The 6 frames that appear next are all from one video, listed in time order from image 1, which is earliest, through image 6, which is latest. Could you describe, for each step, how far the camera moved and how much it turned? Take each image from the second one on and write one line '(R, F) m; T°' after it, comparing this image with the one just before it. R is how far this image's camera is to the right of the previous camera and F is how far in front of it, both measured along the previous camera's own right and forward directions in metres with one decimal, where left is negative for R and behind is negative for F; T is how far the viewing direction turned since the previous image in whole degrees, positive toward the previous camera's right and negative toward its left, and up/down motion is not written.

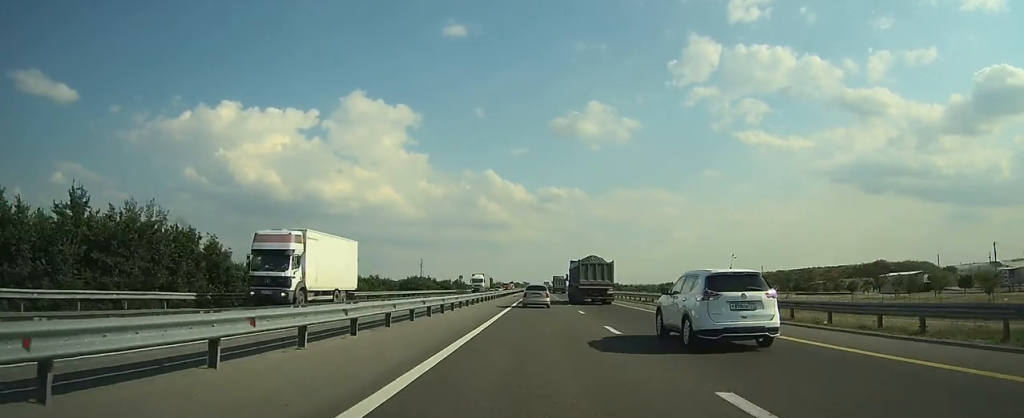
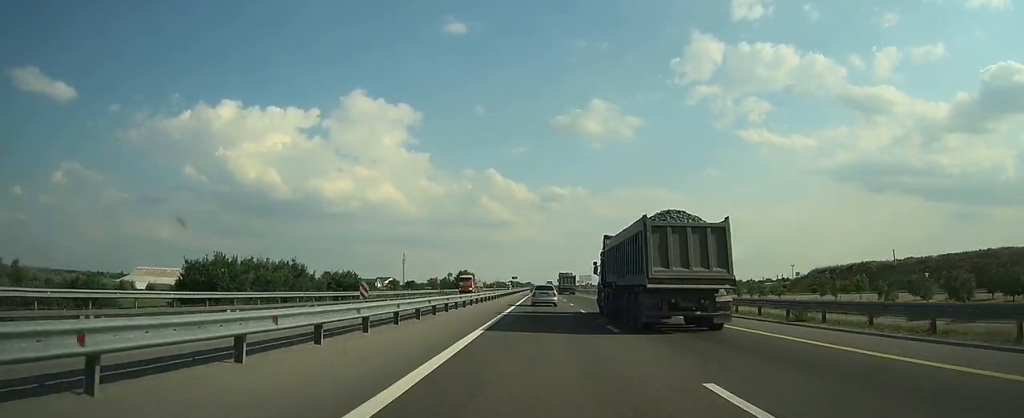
(-0.2, +71.3) m; 0°
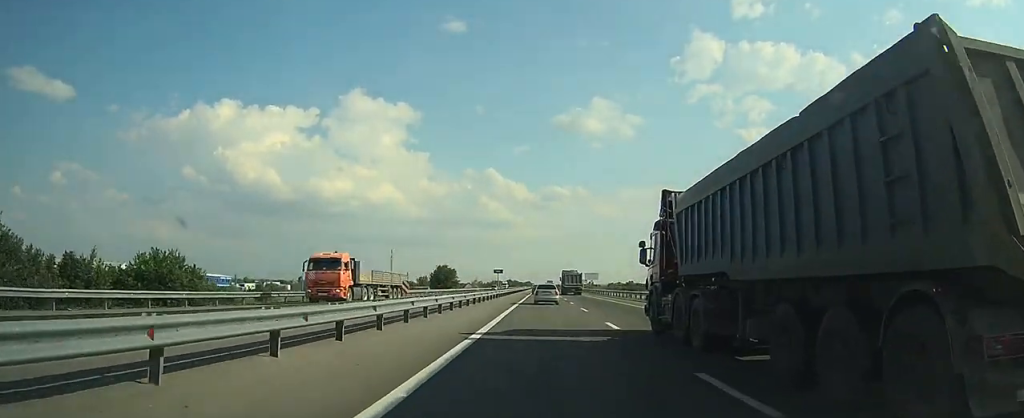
(0.0, +35.2) m; 0°
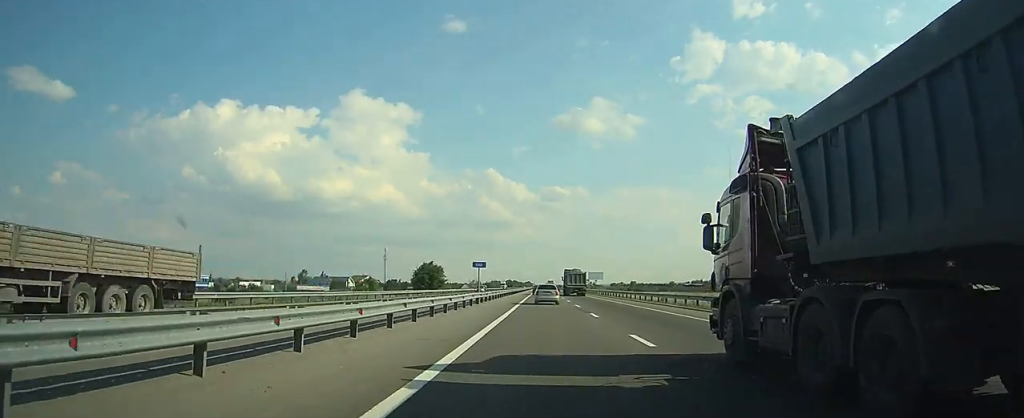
(0.0, +17.2) m; 0°
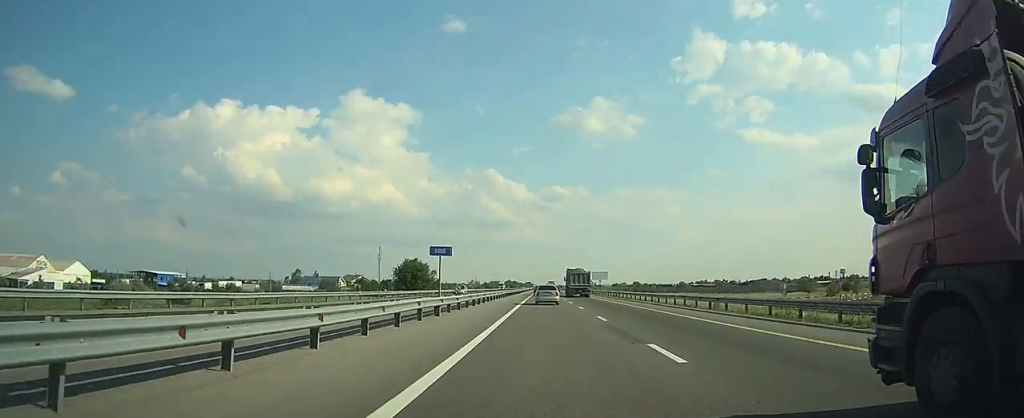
(0.0, +14.4) m; 0°
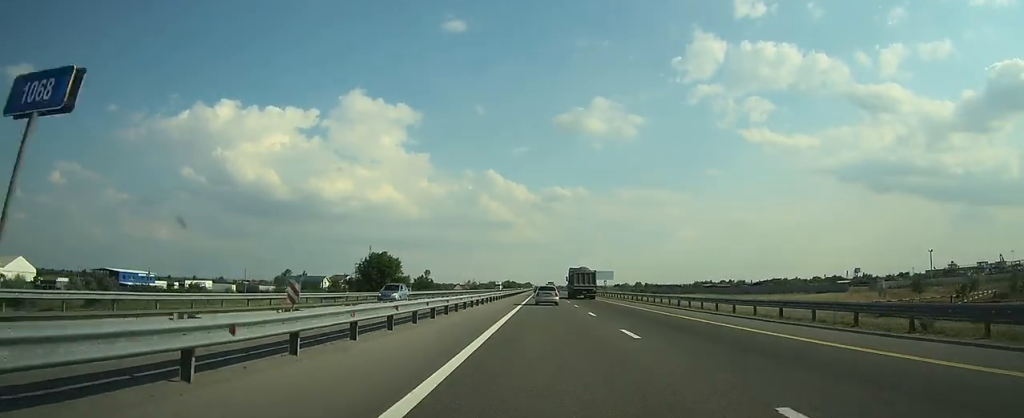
(0.0, +19.0) m; 0°
